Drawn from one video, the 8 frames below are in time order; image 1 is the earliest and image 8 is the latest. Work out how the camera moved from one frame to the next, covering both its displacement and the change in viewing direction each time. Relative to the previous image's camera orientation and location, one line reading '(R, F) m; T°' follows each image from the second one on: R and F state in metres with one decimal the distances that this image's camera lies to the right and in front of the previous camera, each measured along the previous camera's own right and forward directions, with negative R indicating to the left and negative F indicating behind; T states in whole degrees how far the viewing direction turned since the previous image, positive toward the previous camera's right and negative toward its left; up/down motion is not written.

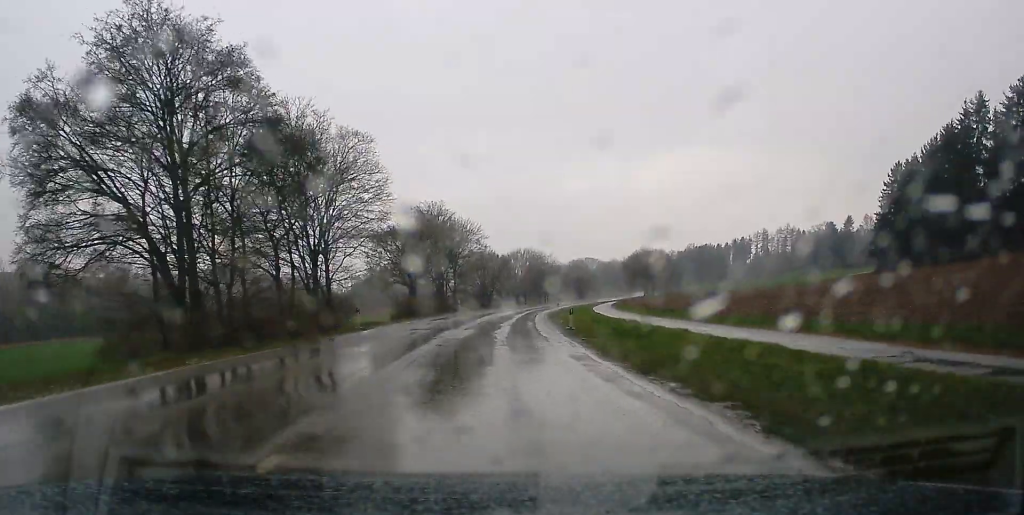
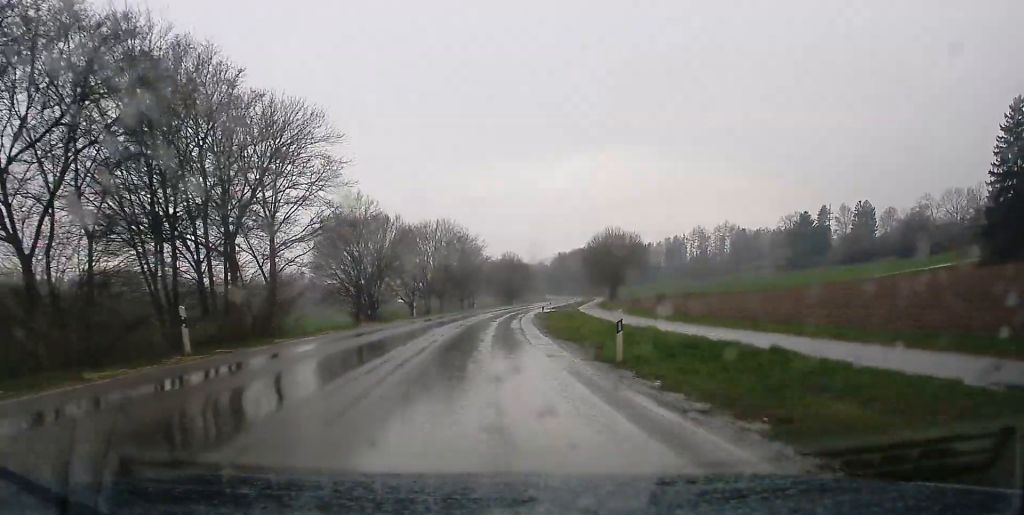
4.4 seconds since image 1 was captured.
(+3.1, +58.7) m; +7°
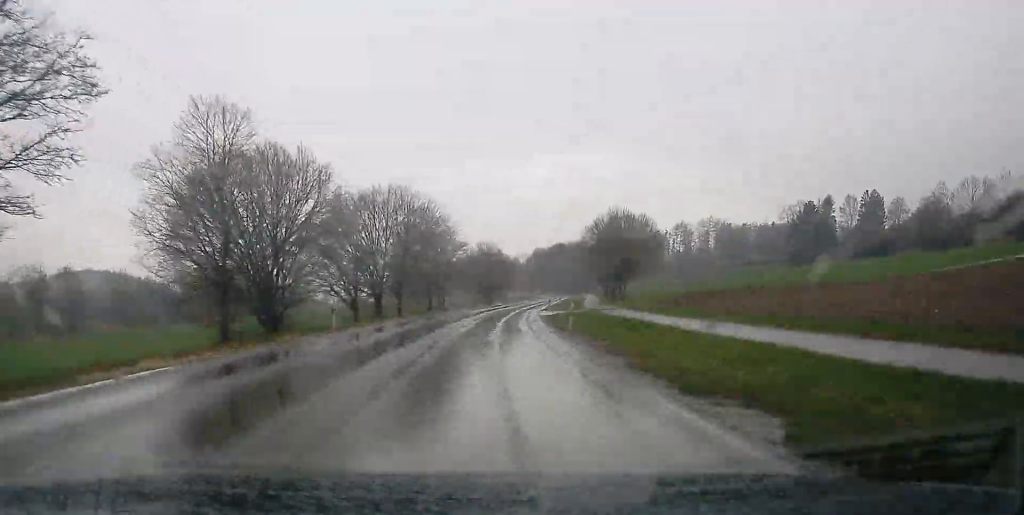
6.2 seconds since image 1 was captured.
(+0.4, +26.2) m; +3°
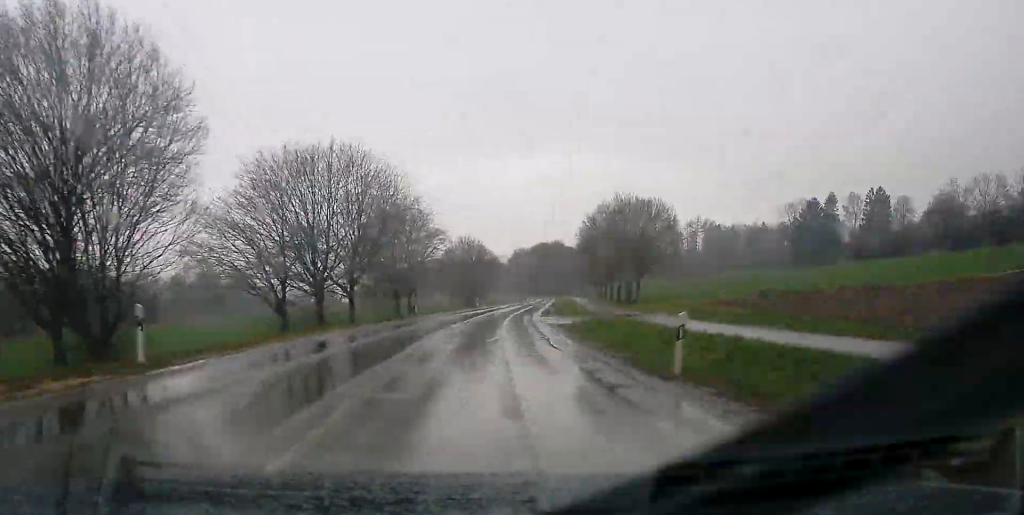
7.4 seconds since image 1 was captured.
(+0.6, +18.0) m; +1°
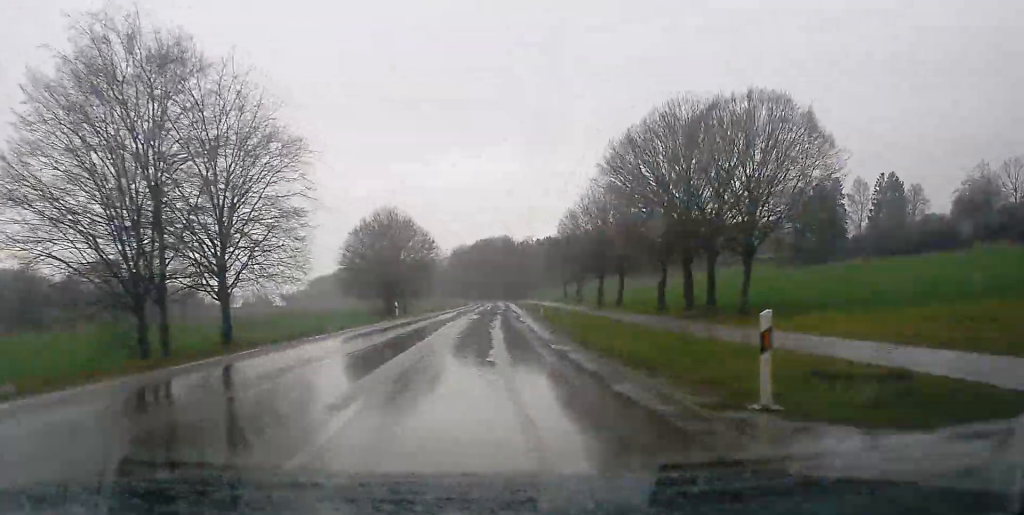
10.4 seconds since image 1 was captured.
(+1.0, +45.1) m; +3°
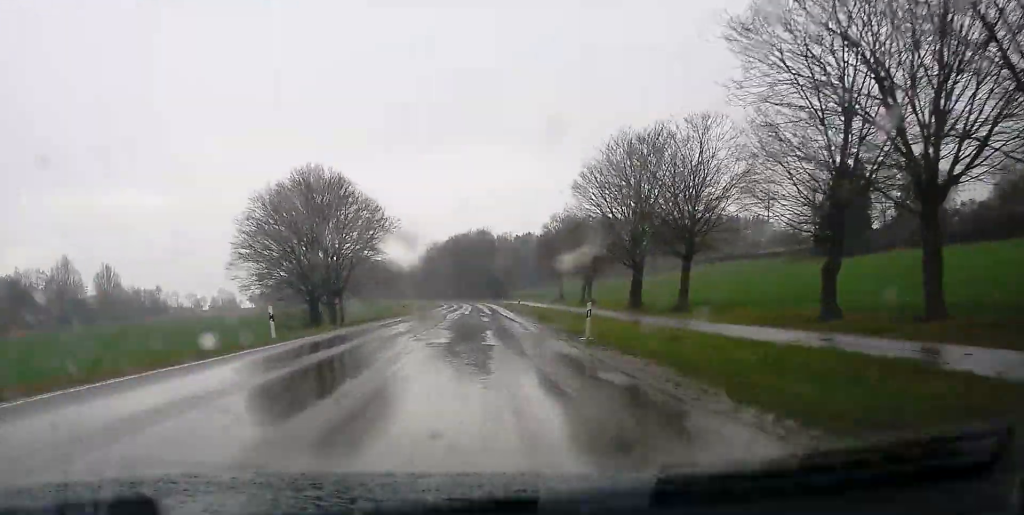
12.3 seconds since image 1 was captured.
(+0.5, +28.1) m; +1°
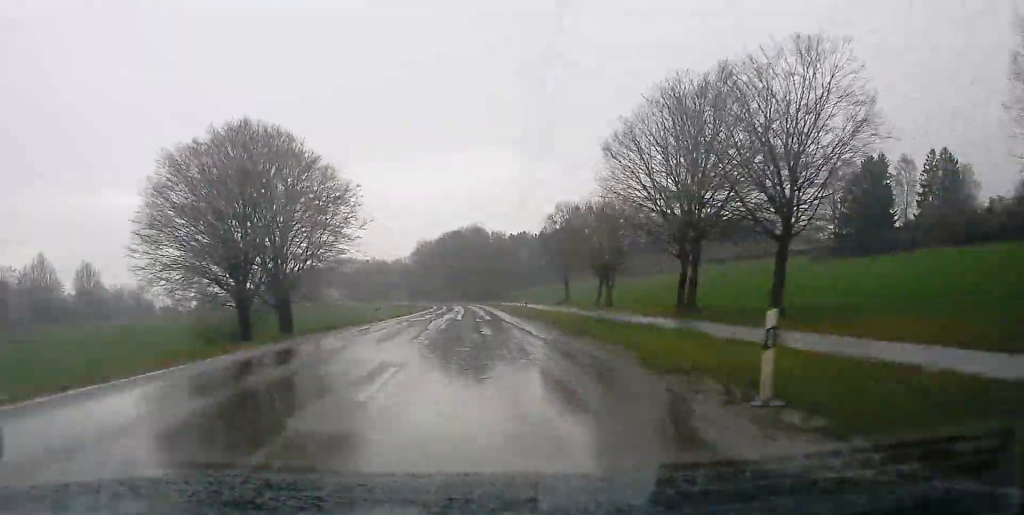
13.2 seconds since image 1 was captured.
(+0.1, +14.5) m; 0°
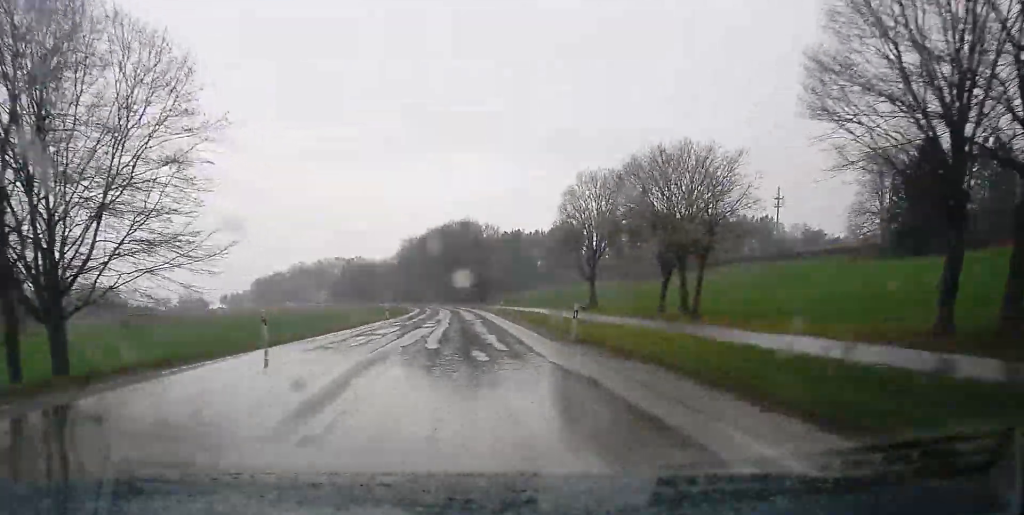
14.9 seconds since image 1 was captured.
(+0.1, +26.3) m; 0°
